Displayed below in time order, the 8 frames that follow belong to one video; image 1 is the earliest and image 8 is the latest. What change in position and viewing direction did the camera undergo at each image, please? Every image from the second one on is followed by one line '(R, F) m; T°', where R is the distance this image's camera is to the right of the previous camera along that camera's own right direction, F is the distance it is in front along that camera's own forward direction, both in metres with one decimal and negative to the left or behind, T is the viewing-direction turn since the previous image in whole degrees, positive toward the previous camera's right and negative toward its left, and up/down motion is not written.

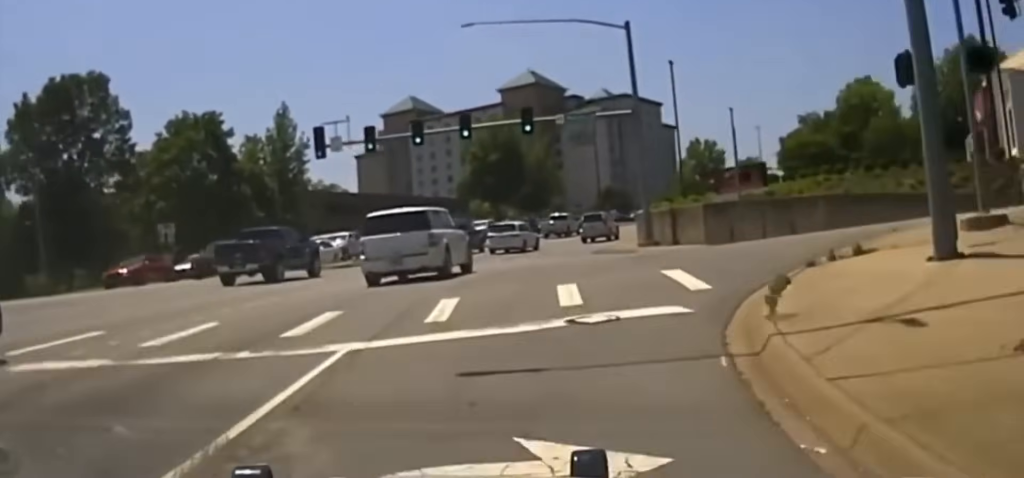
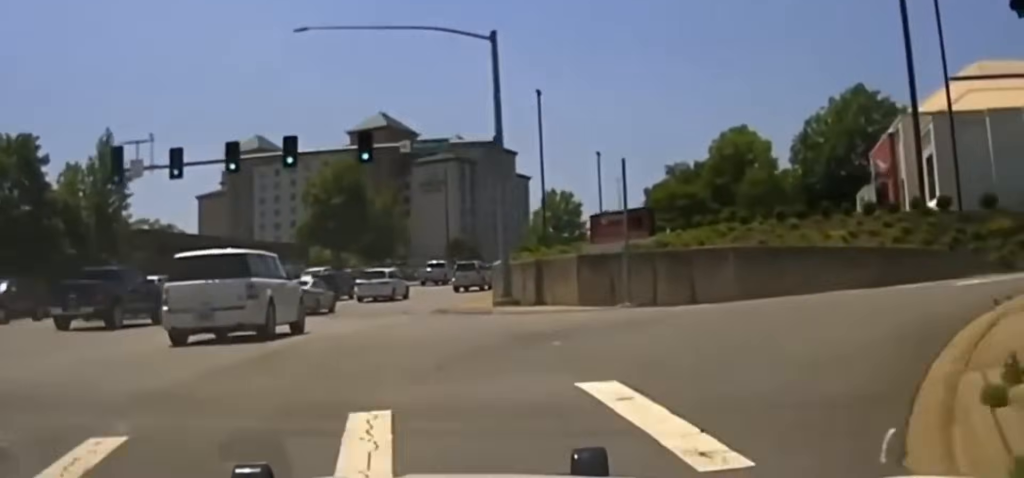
(+0.8, +8.7) m; +15°
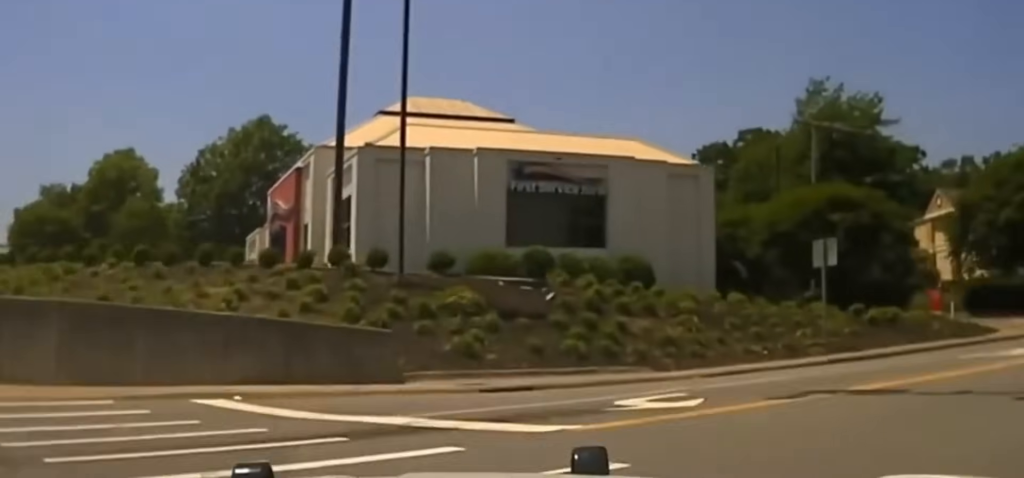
(+3.6, +13.5) m; +38°
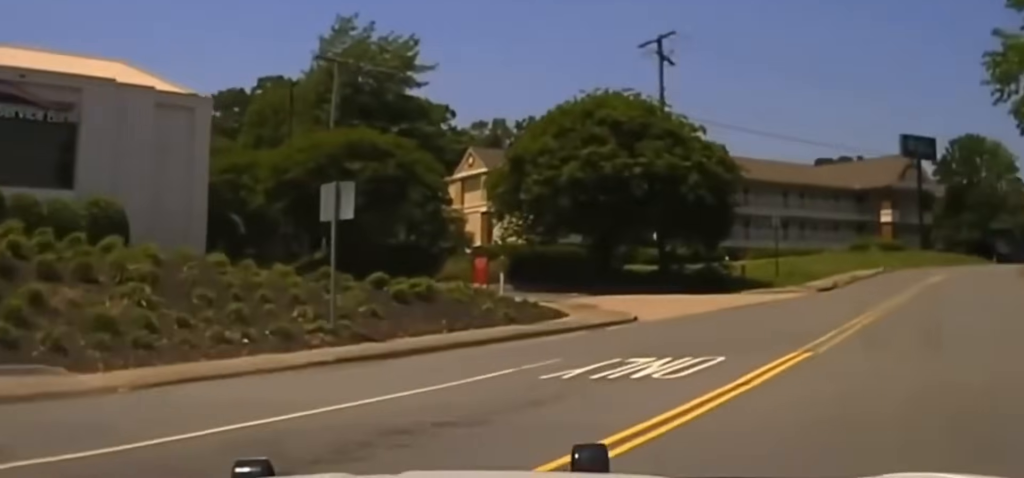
(+4.0, +12.5) m; +23°
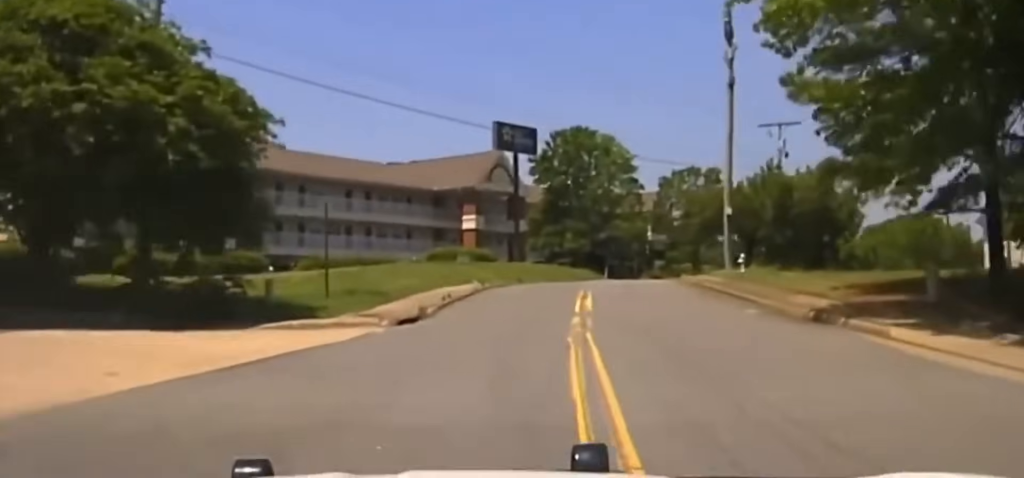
(+3.9, +22.7) m; +13°
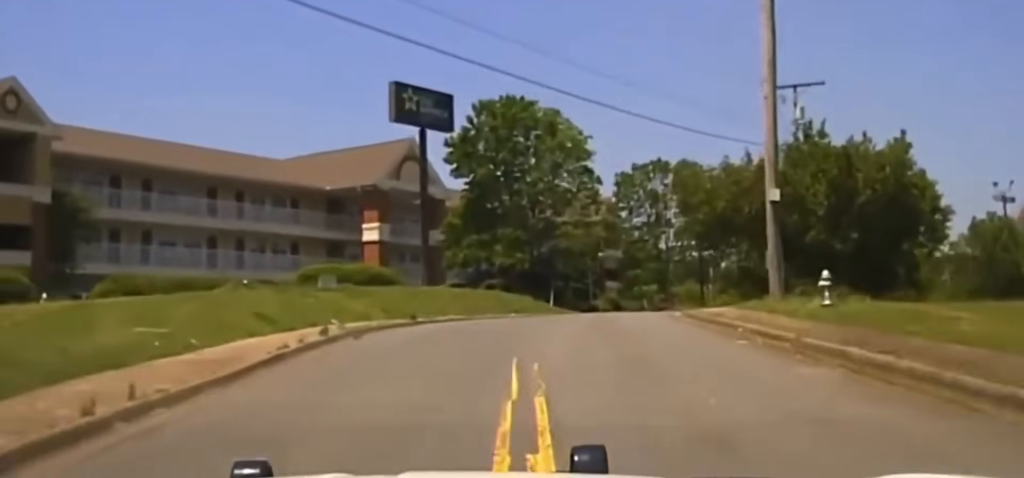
(+1.3, +25.6) m; +6°
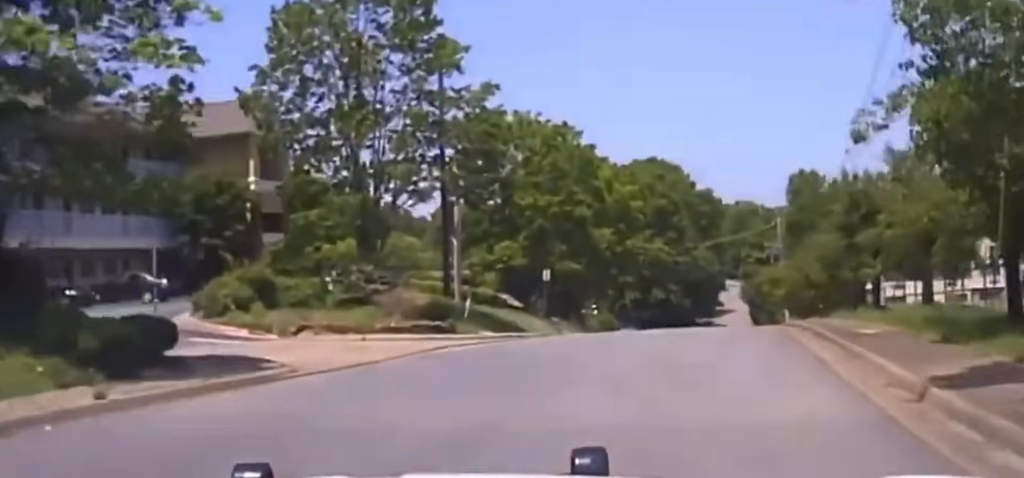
(+2.5, +38.4) m; +14°
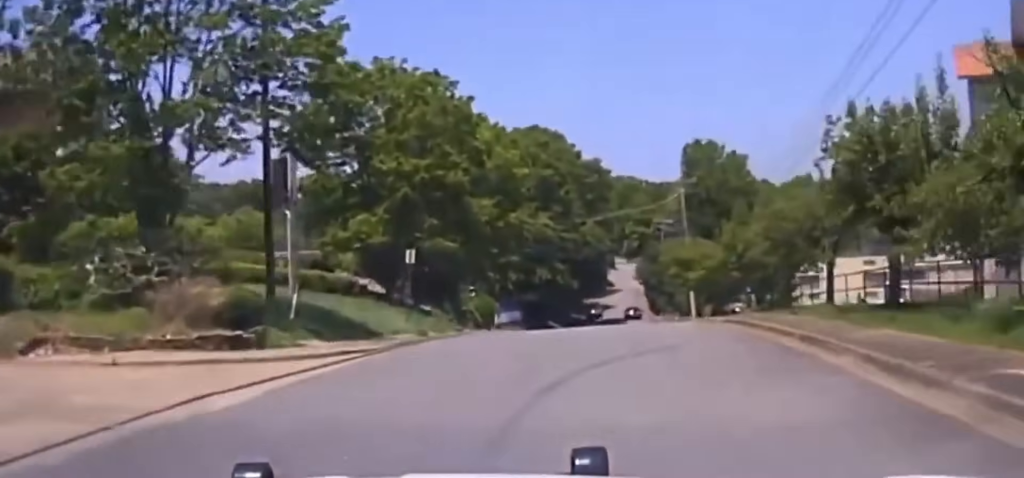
(+1.1, +9.7) m; +7°
